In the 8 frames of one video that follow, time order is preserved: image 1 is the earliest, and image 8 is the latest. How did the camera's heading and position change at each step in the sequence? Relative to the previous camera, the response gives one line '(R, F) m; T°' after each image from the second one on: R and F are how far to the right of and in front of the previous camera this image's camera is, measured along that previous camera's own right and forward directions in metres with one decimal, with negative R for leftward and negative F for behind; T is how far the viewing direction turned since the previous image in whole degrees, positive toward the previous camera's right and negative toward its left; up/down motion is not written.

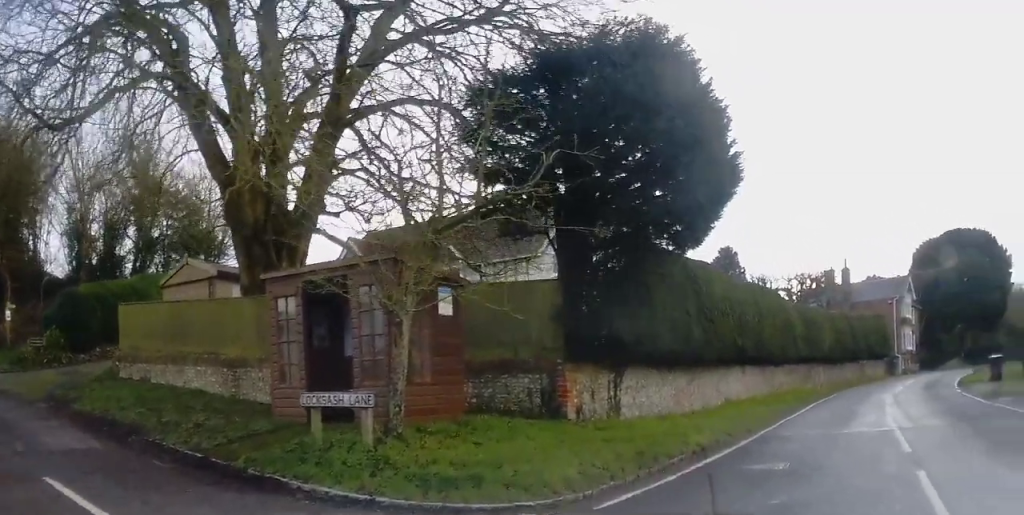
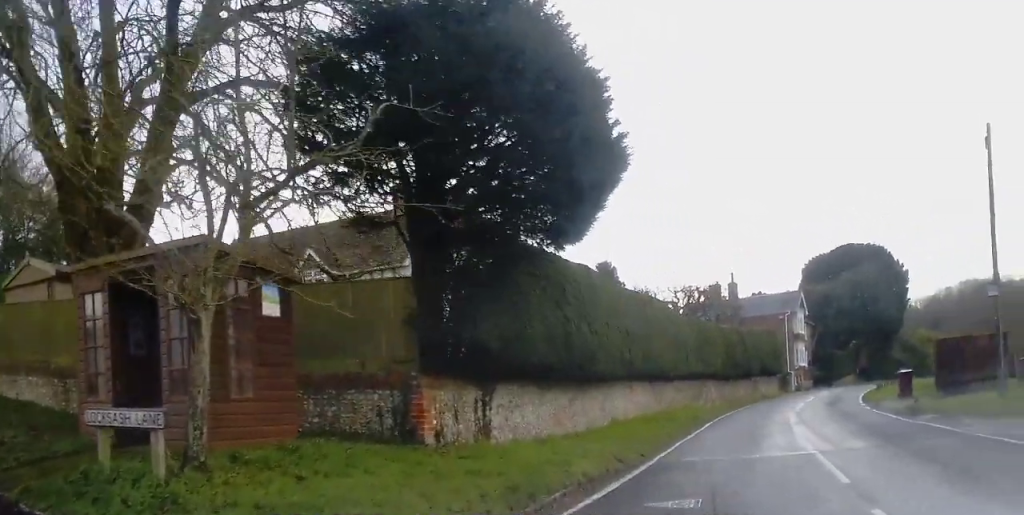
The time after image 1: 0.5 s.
(-0.2, +1.6) m; +10°
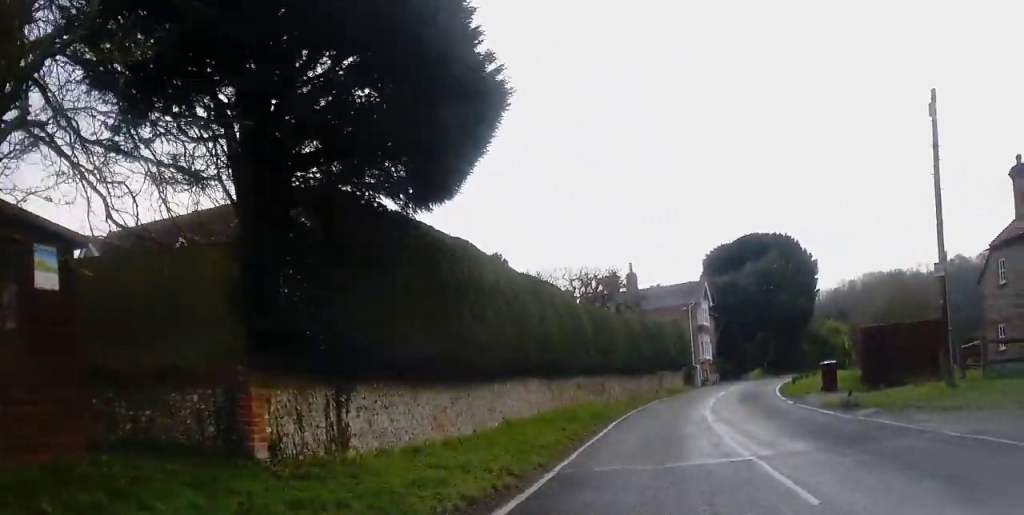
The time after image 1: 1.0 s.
(+0.4, +2.0) m; +10°
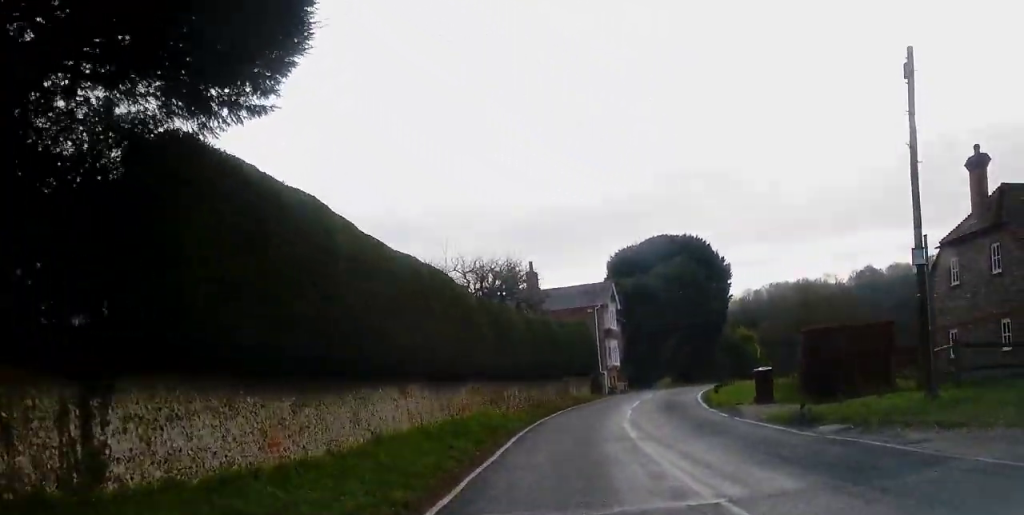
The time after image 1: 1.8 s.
(+0.6, +3.6) m; +9°
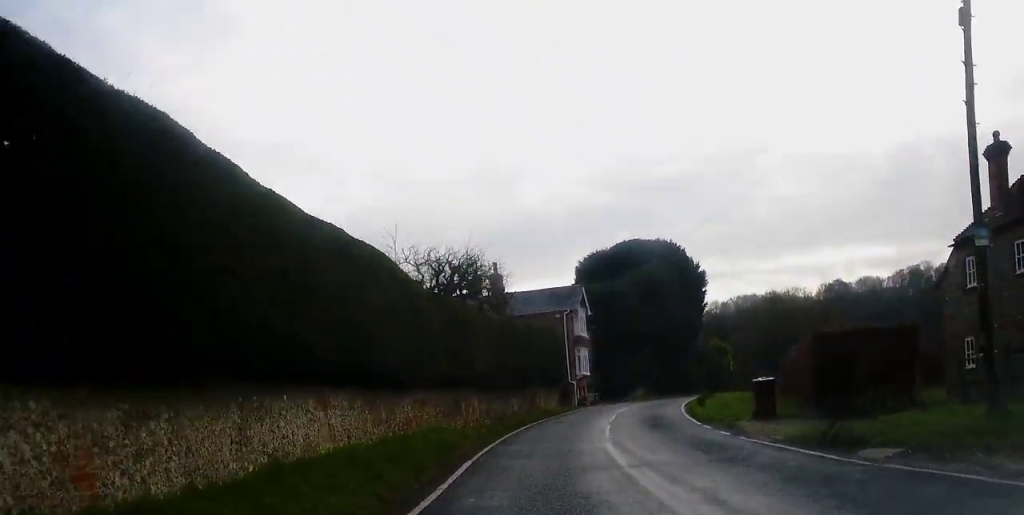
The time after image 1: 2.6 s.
(0.0, +3.7) m; -2°
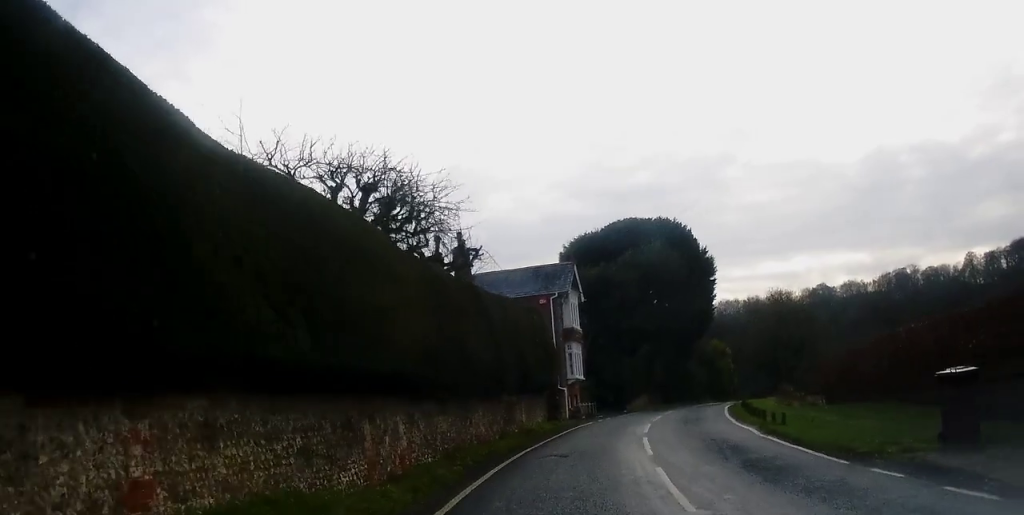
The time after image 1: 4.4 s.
(+0.4, +11.5) m; +5°
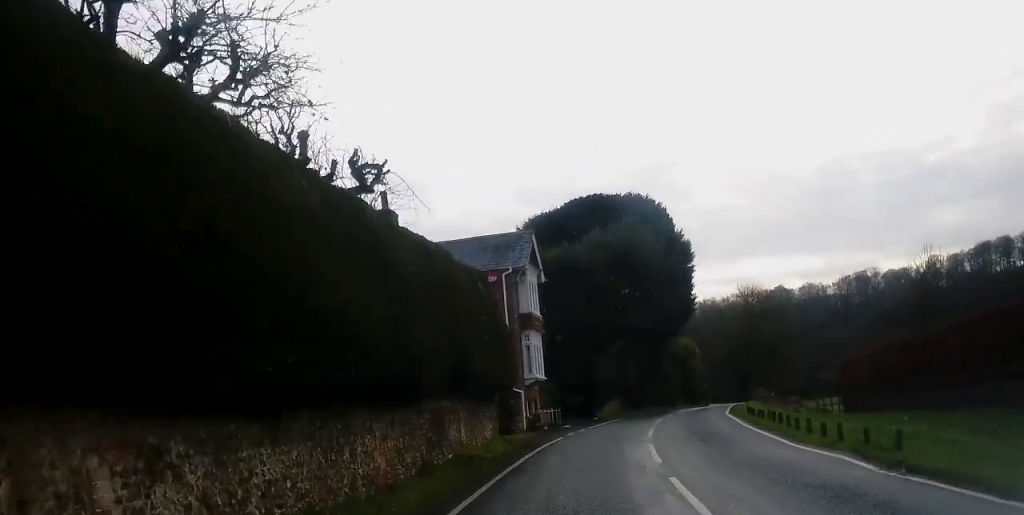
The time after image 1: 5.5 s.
(0.0, +7.6) m; +1°
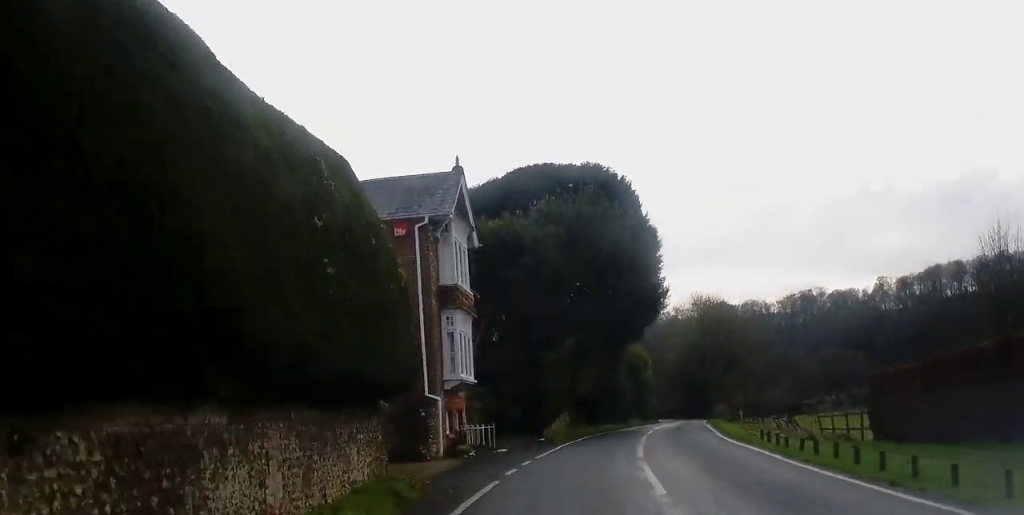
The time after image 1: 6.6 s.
(0.0, +8.5) m; +5°
